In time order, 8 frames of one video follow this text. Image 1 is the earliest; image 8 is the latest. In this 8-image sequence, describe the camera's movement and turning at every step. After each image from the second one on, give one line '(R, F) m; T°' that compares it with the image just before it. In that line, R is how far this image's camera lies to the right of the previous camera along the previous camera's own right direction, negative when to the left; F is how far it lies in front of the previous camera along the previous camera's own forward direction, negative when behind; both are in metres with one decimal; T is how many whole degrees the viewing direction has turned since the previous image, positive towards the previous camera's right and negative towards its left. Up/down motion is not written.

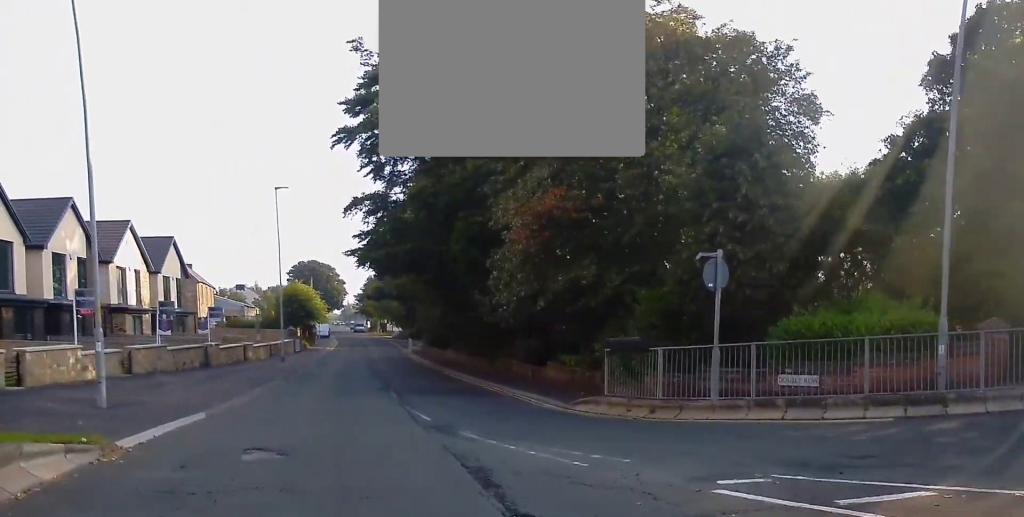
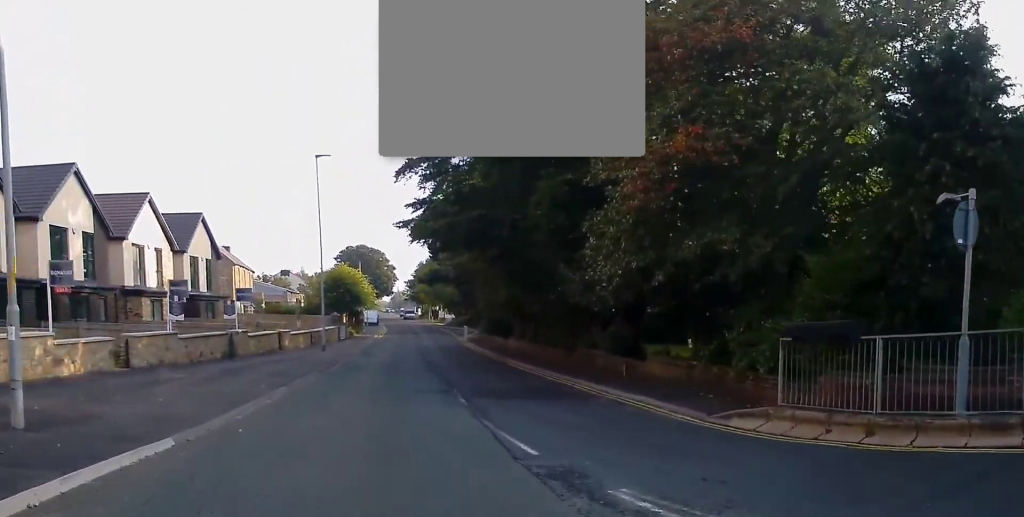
(0.0, +5.2) m; -1°
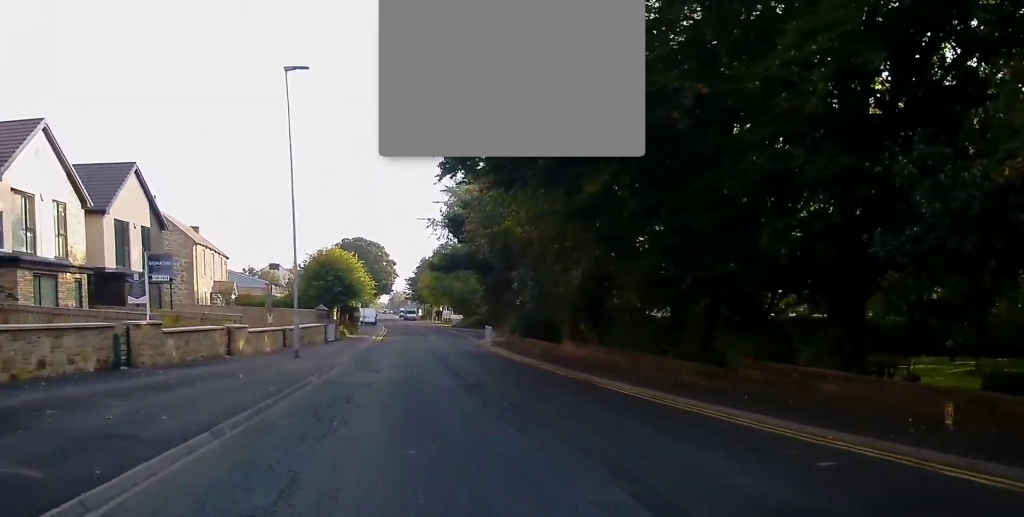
(-0.3, +13.9) m; -1°
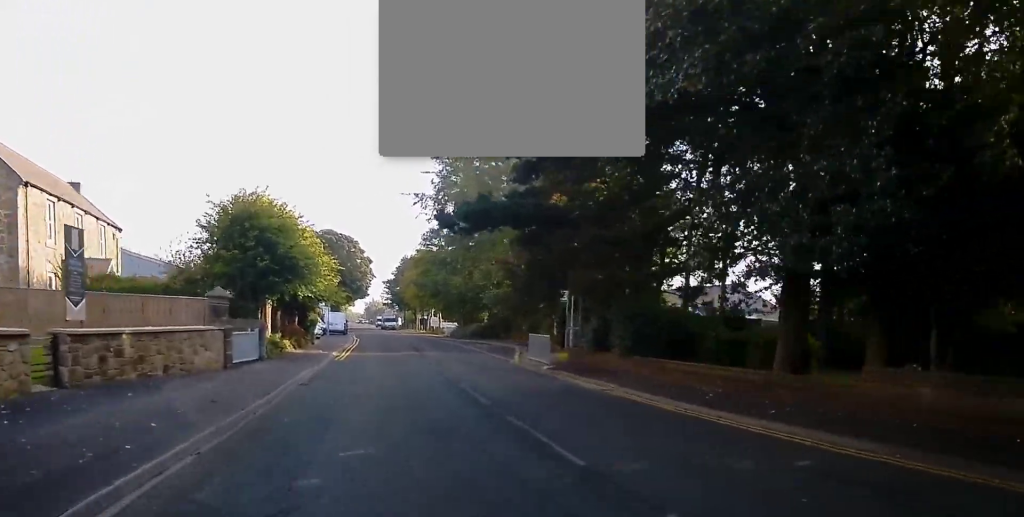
(-0.3, +23.4) m; -1°
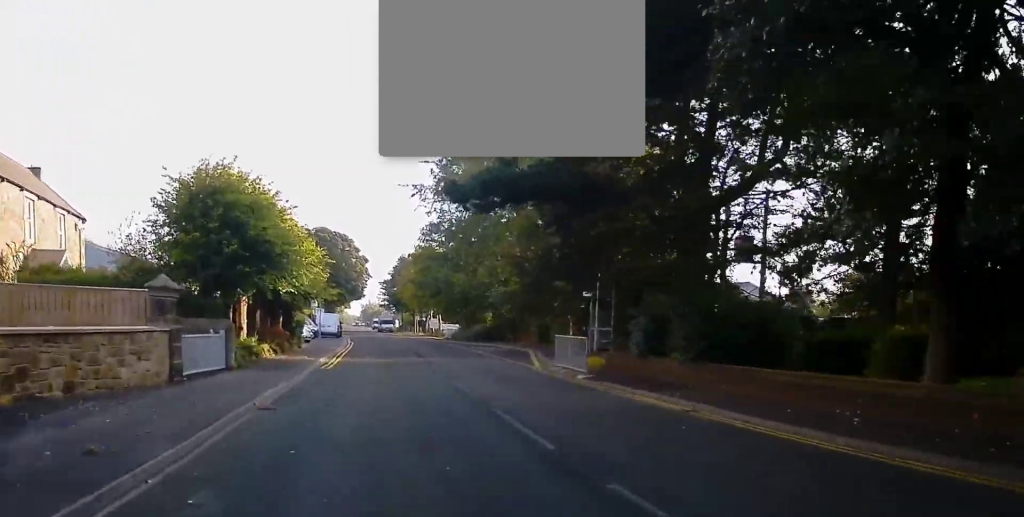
(+0.1, +5.1) m; +1°
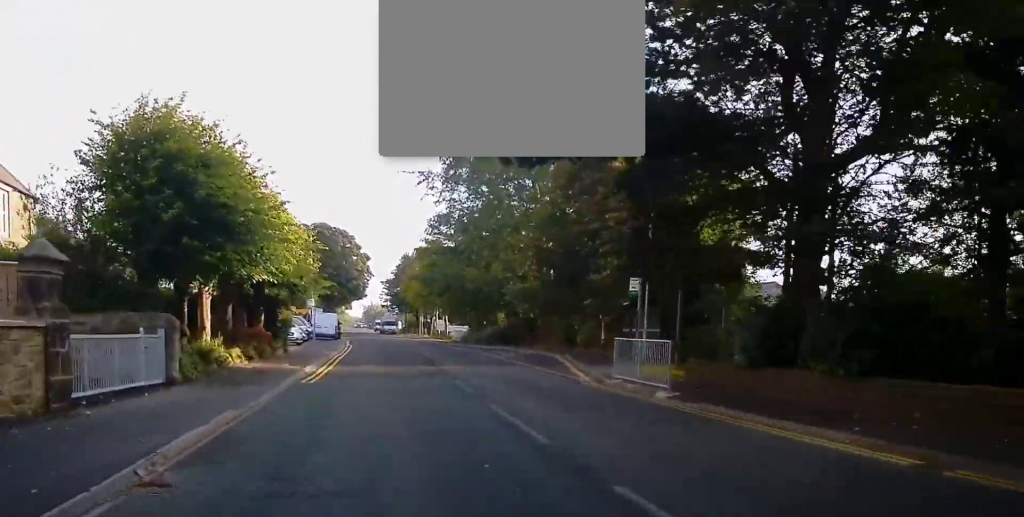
(+0.1, +6.4) m; 0°
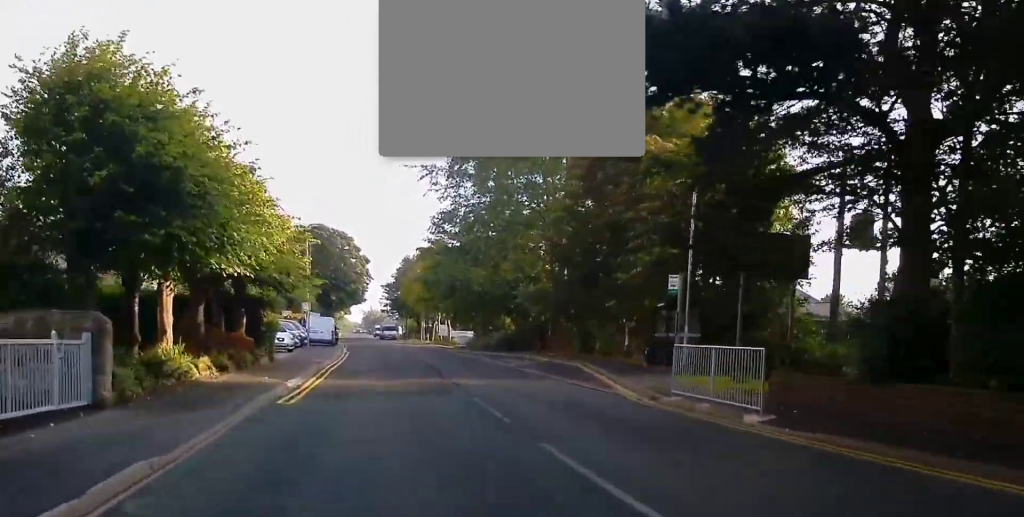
(+0.1, +4.0) m; 0°
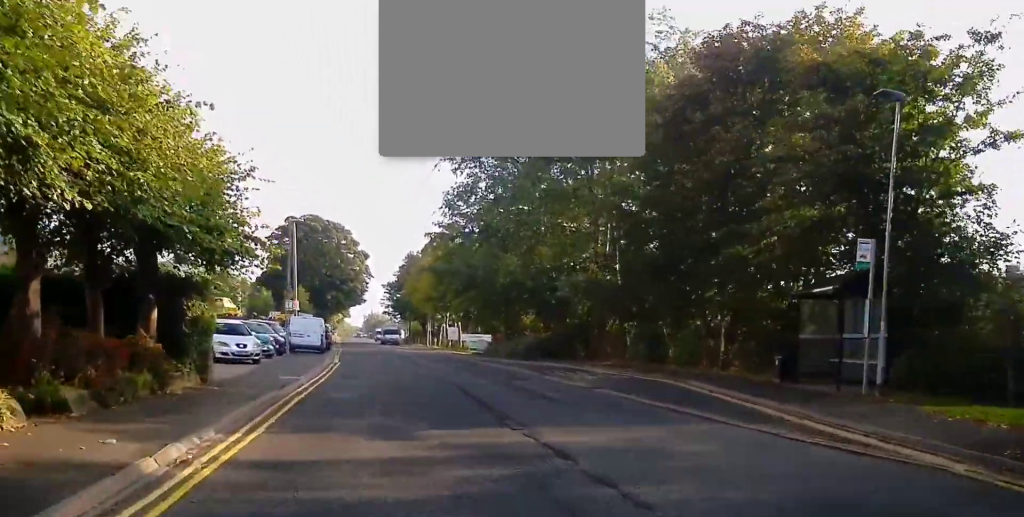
(-0.3, +10.8) m; 0°
